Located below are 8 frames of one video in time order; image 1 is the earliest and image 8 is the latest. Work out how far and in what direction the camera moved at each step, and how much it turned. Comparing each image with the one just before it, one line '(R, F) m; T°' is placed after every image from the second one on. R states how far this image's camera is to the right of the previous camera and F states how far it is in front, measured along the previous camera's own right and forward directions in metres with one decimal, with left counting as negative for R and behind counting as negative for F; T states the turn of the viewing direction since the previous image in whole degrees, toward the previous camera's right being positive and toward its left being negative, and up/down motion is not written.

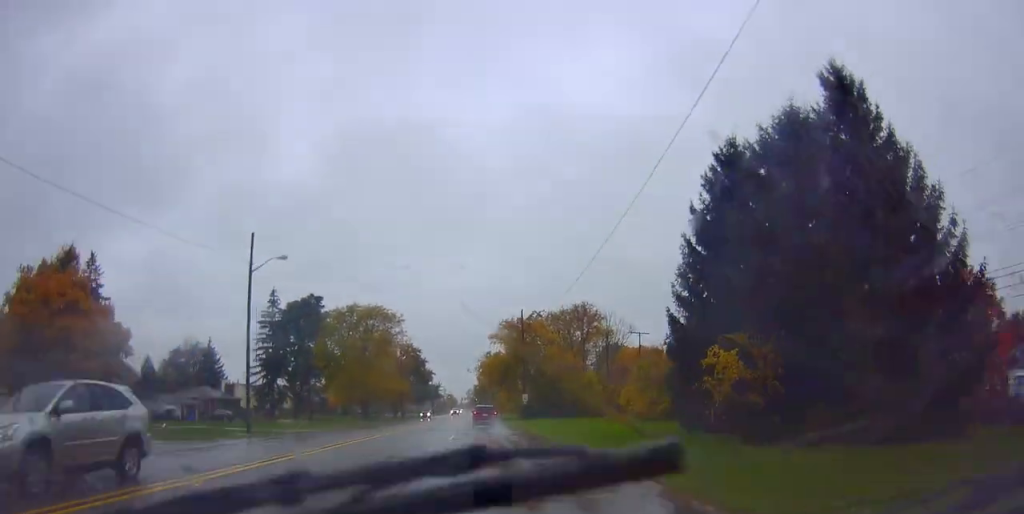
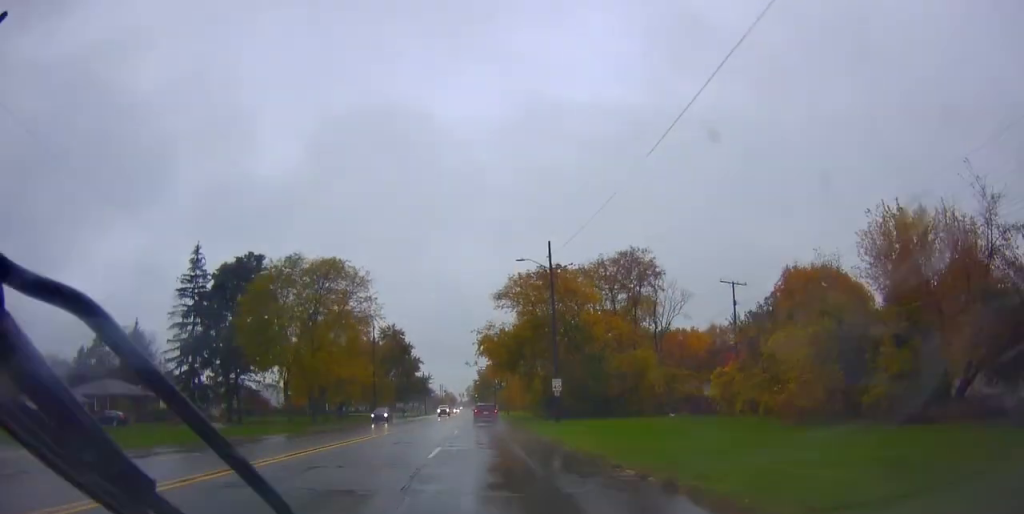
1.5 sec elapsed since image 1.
(0.0, +26.8) m; -1°
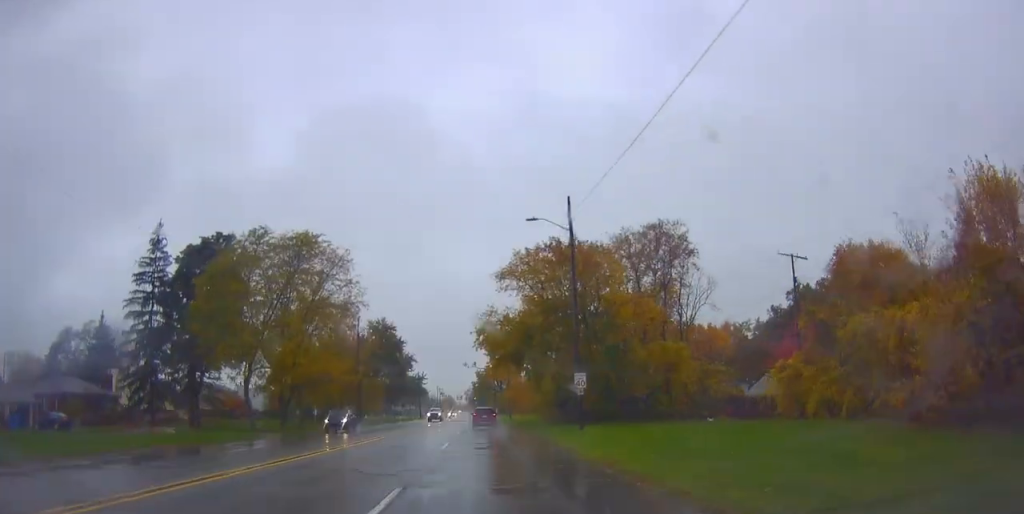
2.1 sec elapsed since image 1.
(+0.1, +9.3) m; -1°
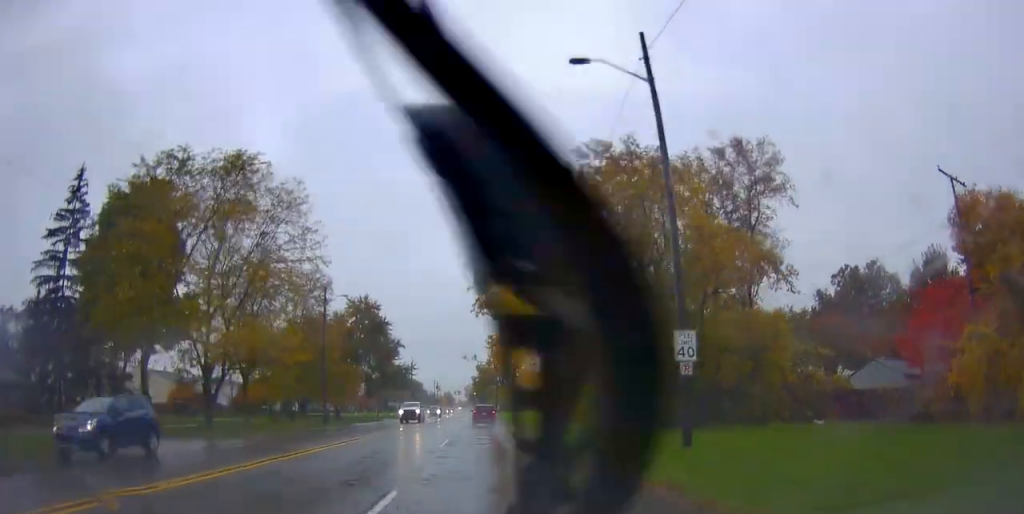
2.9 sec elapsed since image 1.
(-0.4, +15.1) m; 0°
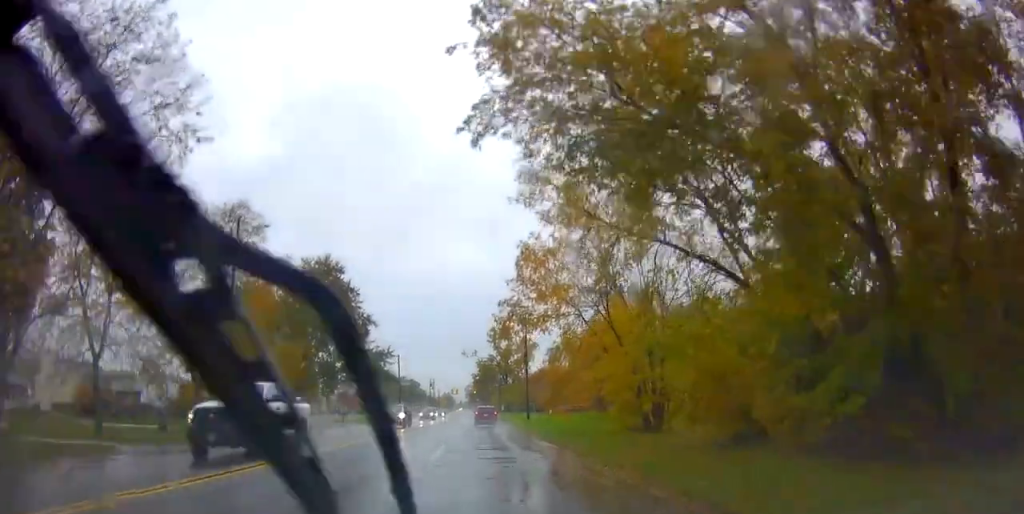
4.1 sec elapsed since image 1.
(+0.3, +20.4) m; +2°
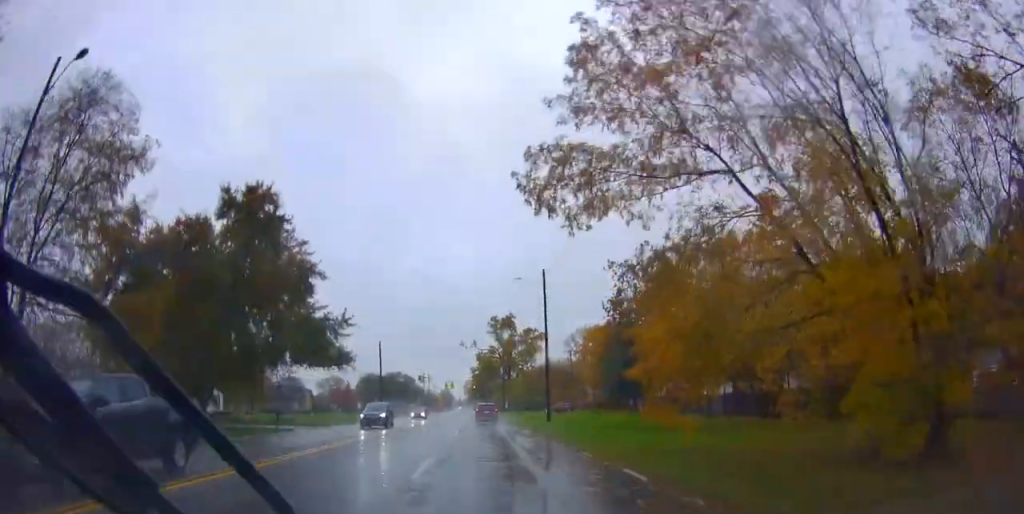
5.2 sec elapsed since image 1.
(+0.1, +18.7) m; -1°
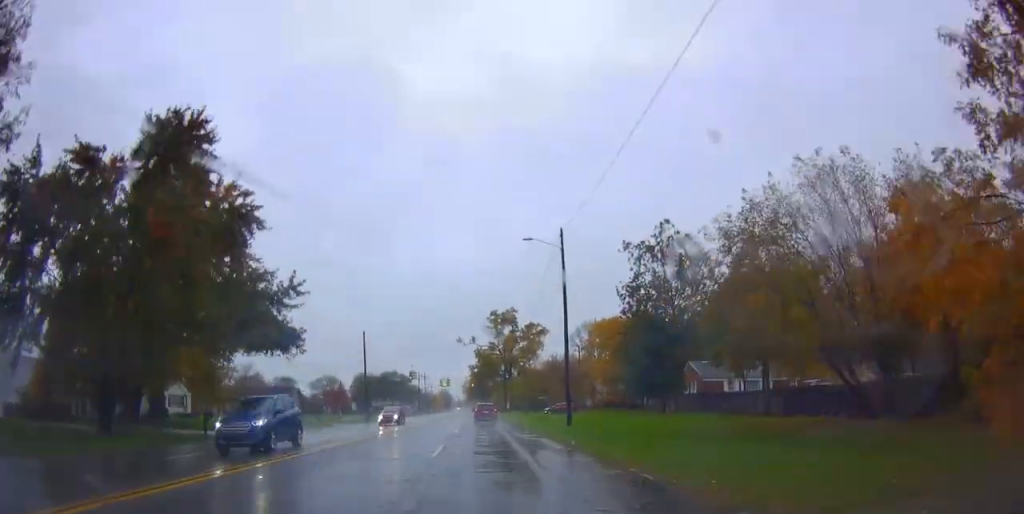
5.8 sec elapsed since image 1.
(-0.3, +10.6) m; 0°
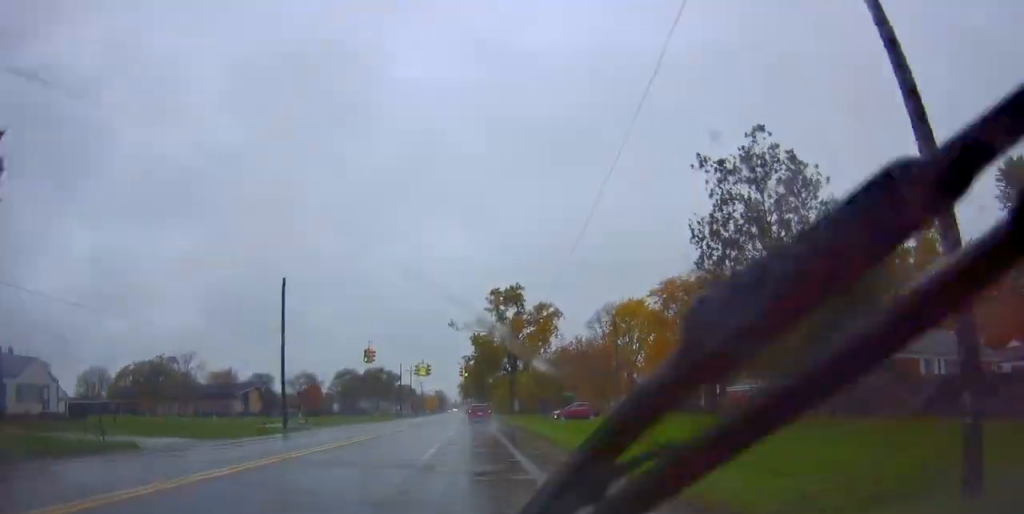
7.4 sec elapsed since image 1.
(+0.2, +29.8) m; 0°
